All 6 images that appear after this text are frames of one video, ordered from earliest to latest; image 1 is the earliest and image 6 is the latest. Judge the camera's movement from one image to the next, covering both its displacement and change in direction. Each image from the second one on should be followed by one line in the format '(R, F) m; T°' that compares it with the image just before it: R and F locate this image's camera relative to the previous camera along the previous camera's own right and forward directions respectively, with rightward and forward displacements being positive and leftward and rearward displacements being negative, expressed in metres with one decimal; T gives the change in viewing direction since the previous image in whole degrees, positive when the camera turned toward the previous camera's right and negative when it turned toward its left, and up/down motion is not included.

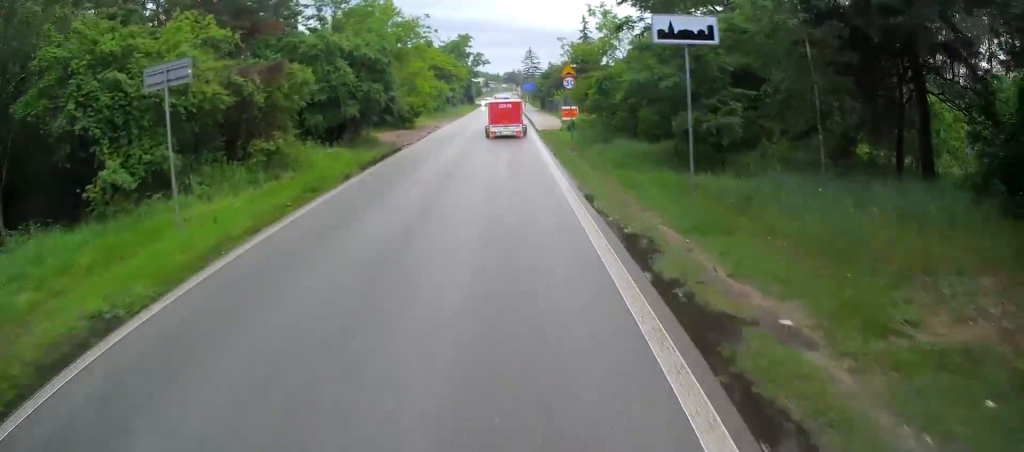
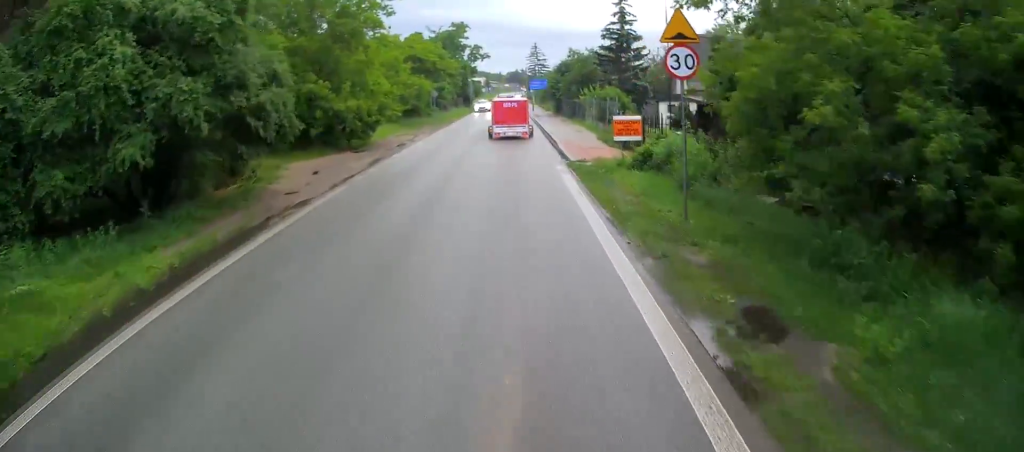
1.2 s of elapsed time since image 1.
(+0.2, +18.1) m; 0°
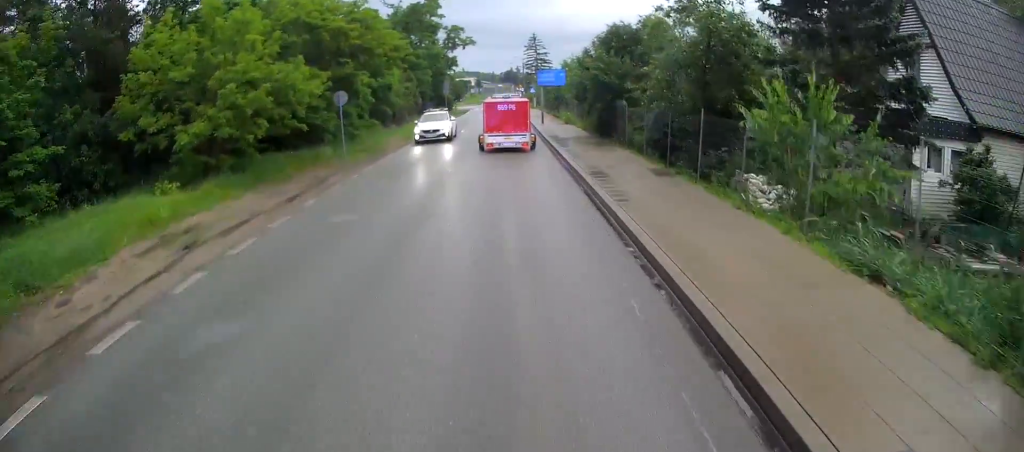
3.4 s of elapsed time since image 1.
(+0.2, +28.9) m; +4°
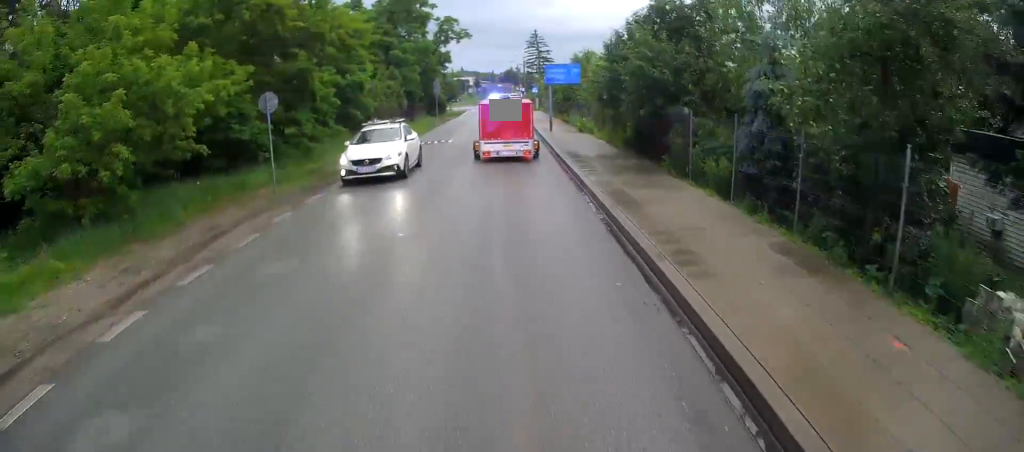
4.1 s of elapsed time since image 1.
(+0.2, +7.7) m; +1°
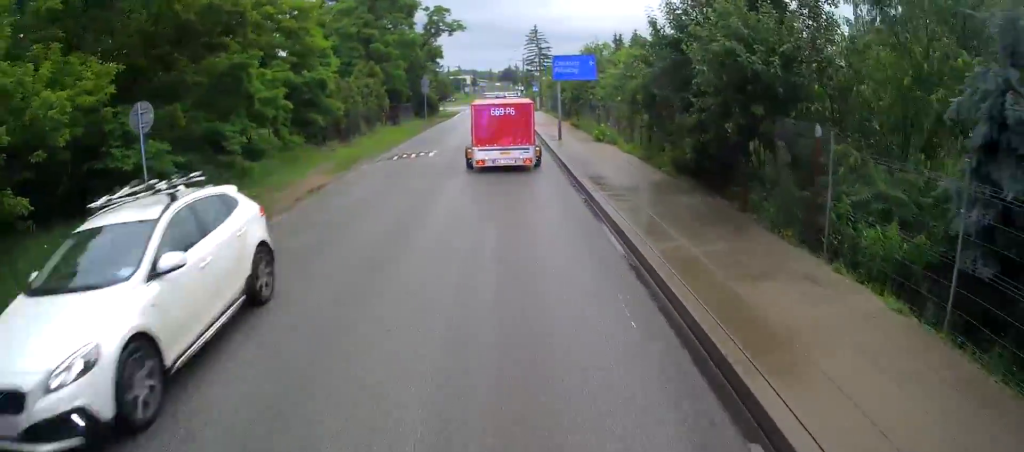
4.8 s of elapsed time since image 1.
(+0.3, +6.5) m; -2°
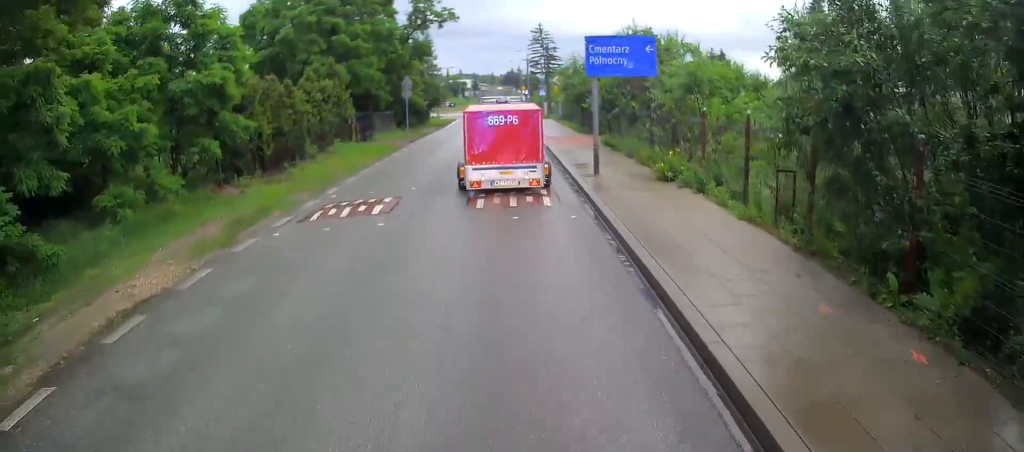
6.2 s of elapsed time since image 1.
(-0.9, +9.5) m; +6°
